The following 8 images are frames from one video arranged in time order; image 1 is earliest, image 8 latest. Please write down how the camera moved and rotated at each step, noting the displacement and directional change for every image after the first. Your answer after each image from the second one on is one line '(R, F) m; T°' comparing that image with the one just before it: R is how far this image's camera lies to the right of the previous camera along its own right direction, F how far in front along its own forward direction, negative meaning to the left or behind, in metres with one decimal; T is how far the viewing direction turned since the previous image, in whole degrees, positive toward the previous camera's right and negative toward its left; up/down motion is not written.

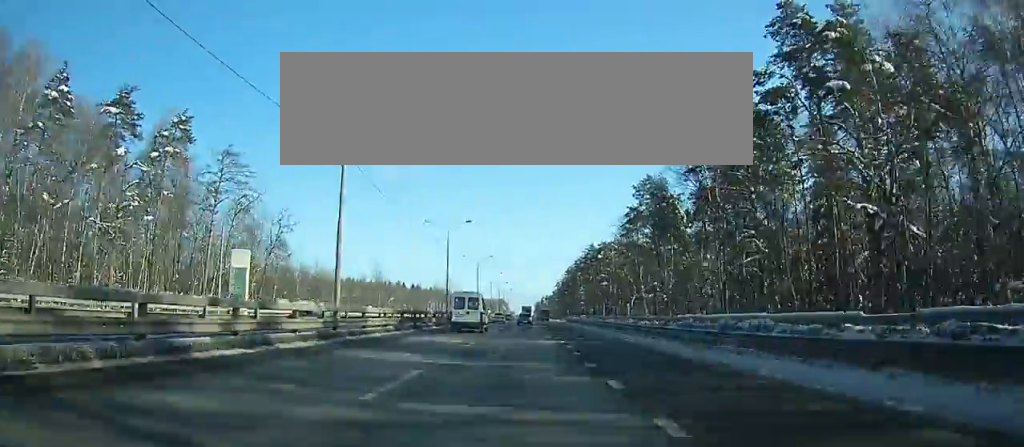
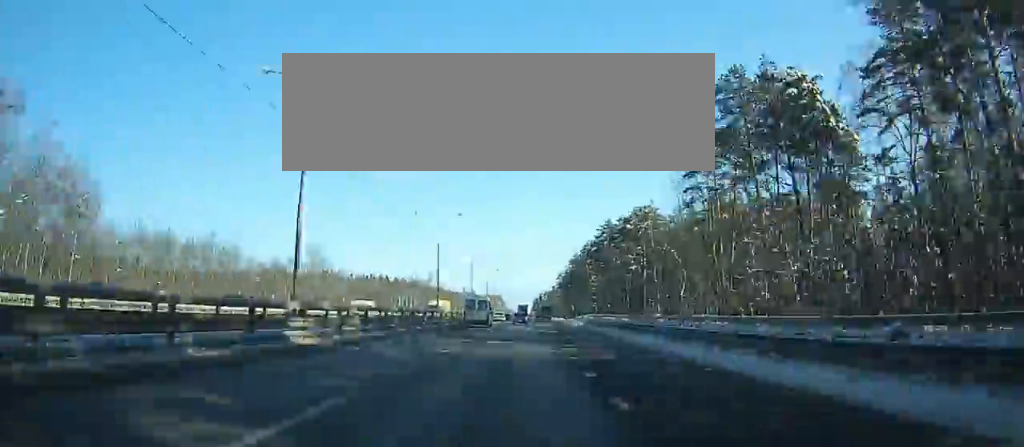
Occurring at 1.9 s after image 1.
(+0.9, +41.8) m; 0°
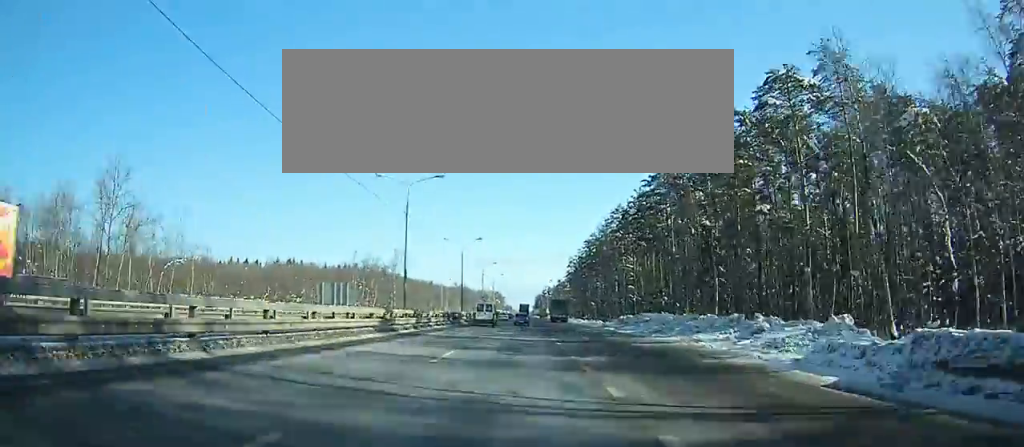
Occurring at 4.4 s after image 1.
(-0.6, +55.8) m; -1°
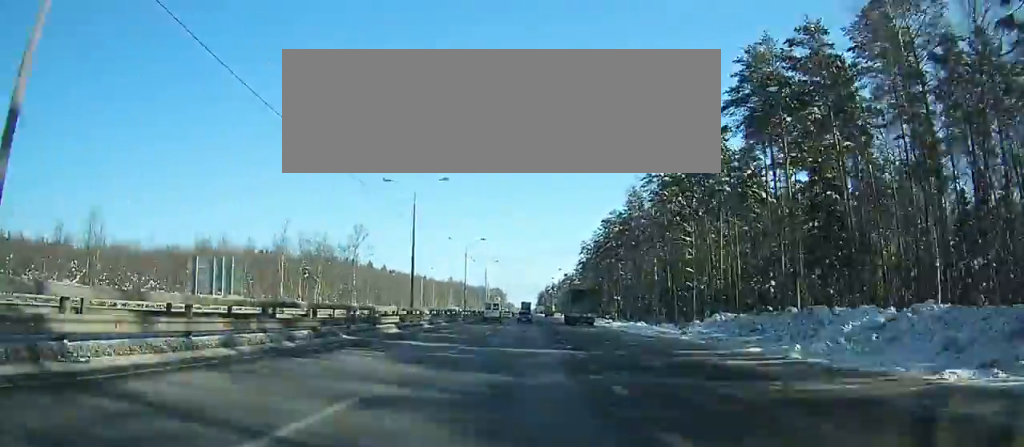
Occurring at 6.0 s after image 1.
(-0.1, +36.1) m; 0°
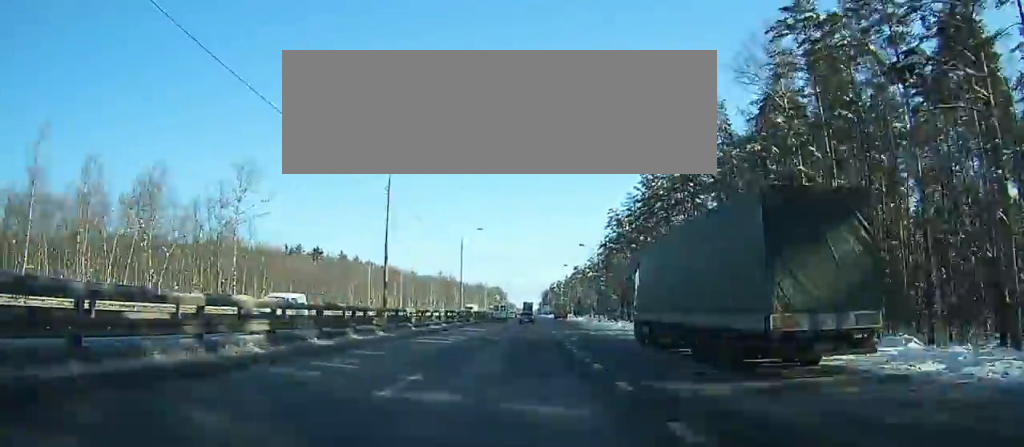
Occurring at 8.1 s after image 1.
(-0.1, +47.5) m; 0°
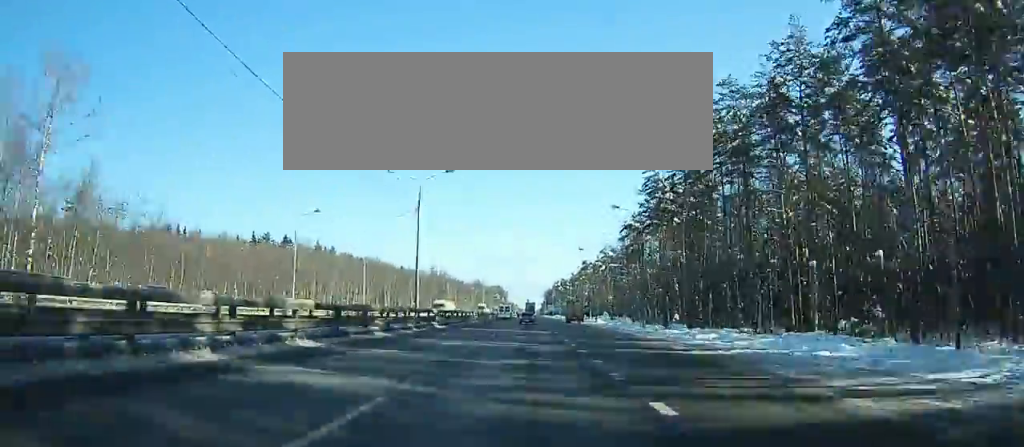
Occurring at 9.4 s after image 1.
(0.0, +29.7) m; 0°
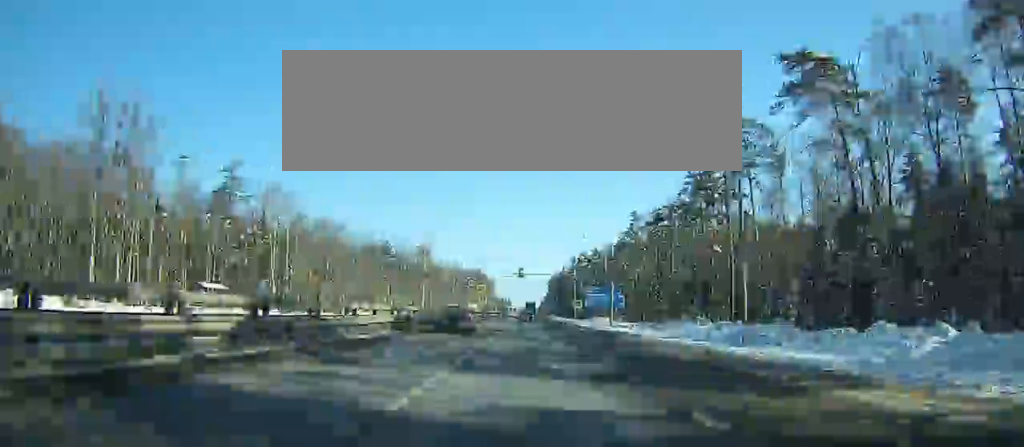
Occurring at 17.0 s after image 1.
(+0.7, +174.4) m; 0°
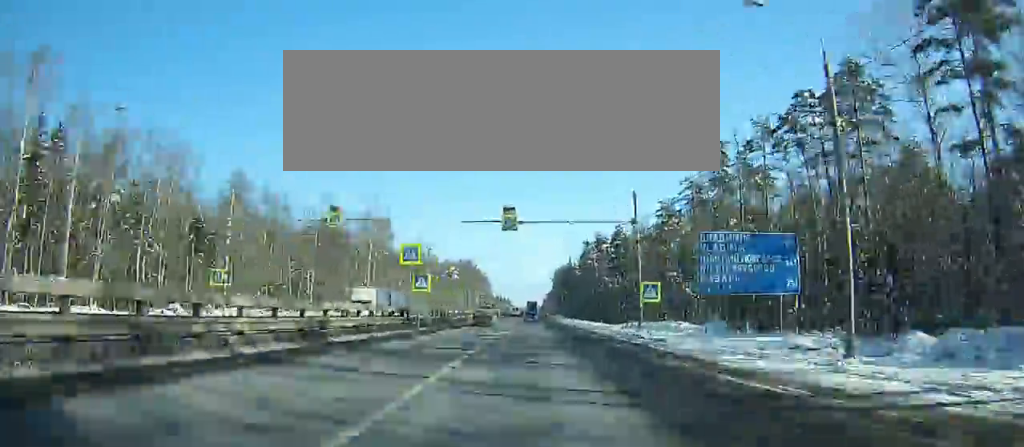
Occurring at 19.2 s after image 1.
(+0.1, +50.8) m; 0°
